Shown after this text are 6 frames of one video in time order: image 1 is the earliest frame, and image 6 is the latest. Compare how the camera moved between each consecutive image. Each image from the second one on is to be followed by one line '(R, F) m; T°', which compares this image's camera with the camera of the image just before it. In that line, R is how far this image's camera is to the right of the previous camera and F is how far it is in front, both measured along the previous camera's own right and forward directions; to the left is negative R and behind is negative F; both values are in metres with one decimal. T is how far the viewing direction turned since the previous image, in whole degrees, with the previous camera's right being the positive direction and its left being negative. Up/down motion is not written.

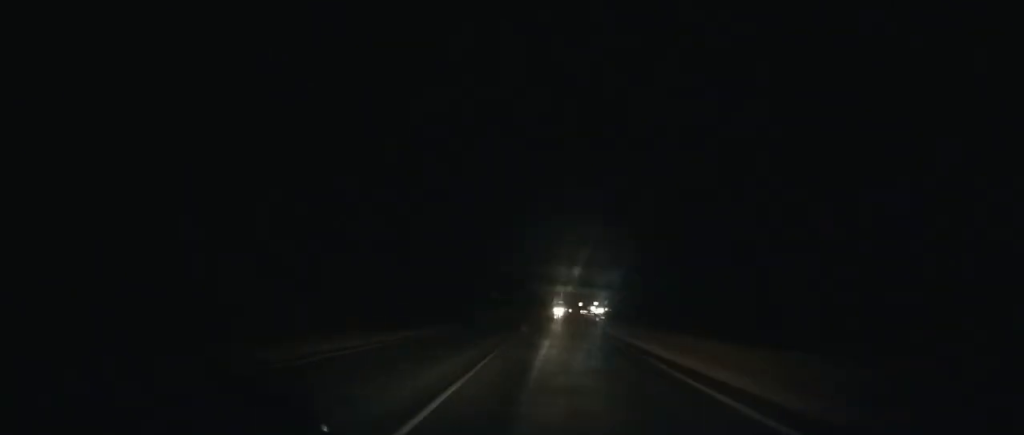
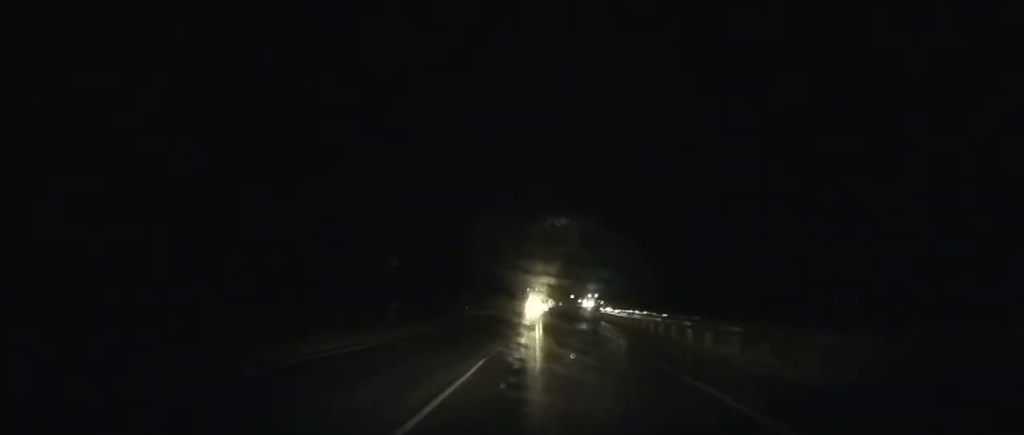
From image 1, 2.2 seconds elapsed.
(+1.1, +48.3) m; +2°
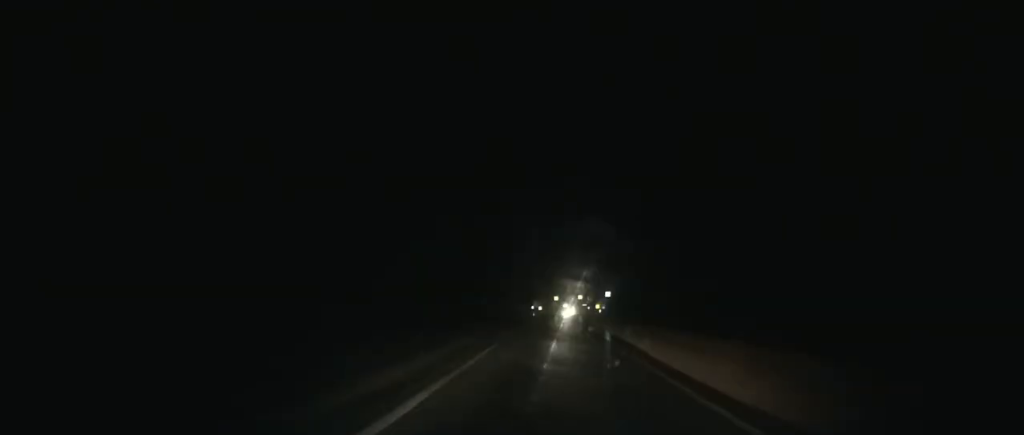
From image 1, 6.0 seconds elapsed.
(+1.7, +81.2) m; +3°
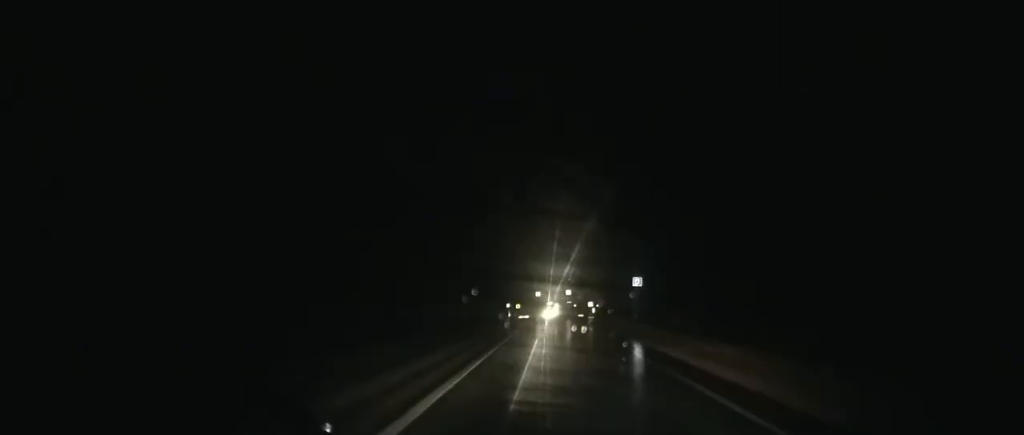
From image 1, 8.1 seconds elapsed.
(+1.0, +43.3) m; +2°
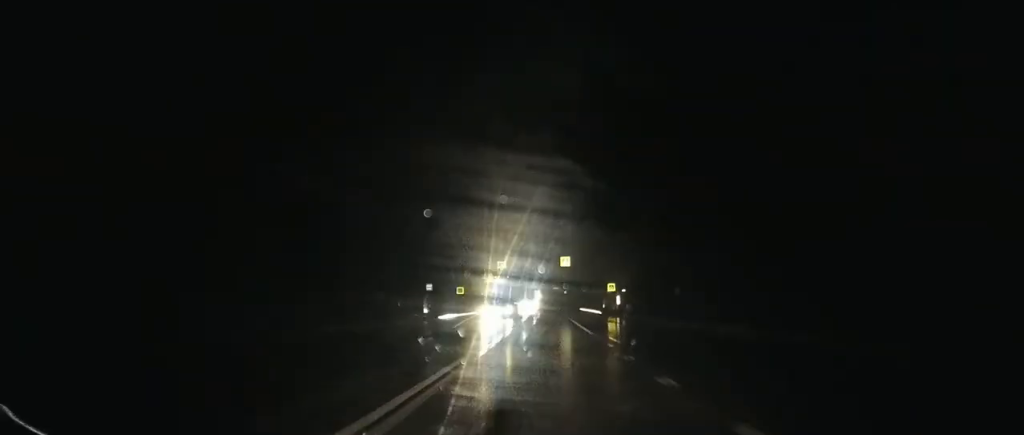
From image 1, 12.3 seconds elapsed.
(+2.1, +86.8) m; +2°
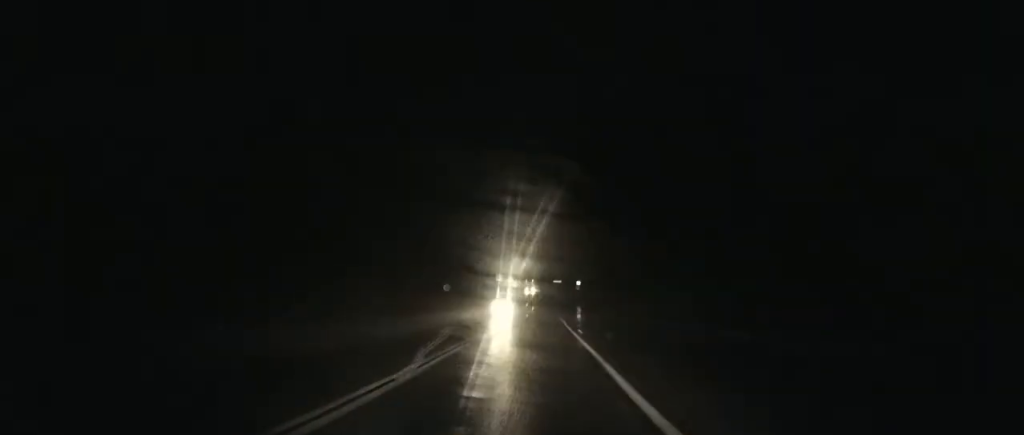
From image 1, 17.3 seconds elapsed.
(+0.5, +110.5) m; 0°
